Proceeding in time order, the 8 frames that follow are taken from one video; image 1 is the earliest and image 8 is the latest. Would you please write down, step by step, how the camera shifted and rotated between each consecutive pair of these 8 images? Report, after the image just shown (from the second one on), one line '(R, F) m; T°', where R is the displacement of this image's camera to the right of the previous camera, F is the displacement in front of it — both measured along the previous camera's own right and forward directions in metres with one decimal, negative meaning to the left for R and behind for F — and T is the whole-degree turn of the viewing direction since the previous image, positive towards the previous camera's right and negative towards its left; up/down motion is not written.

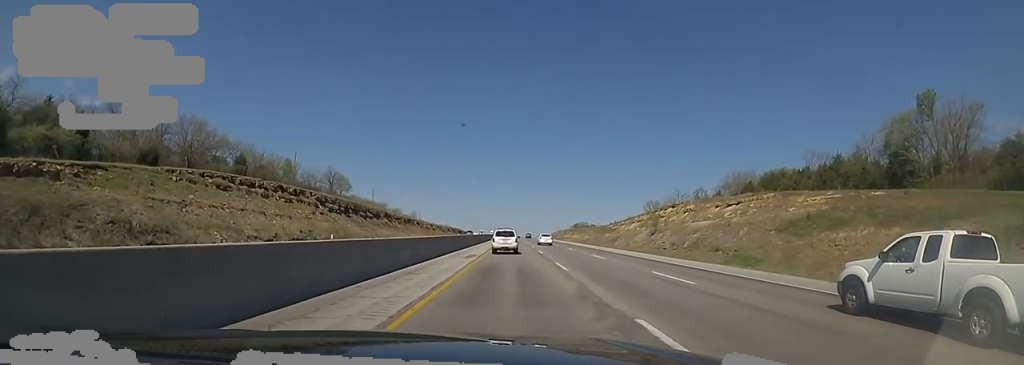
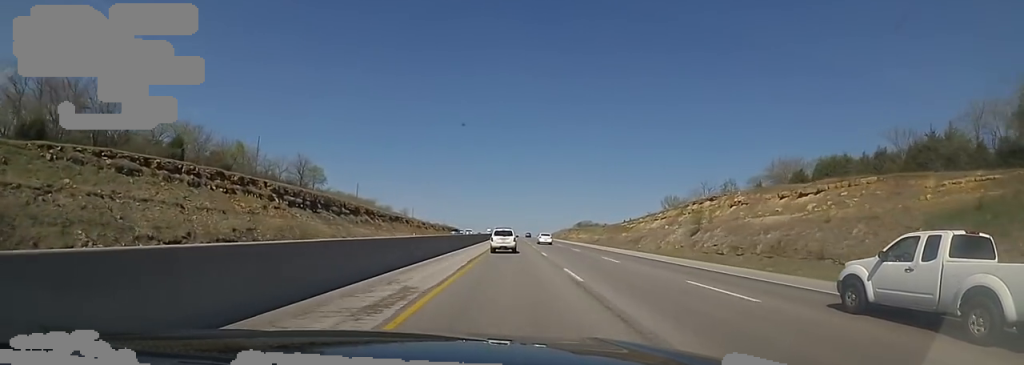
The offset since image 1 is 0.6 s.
(-0.4, +19.3) m; -1°
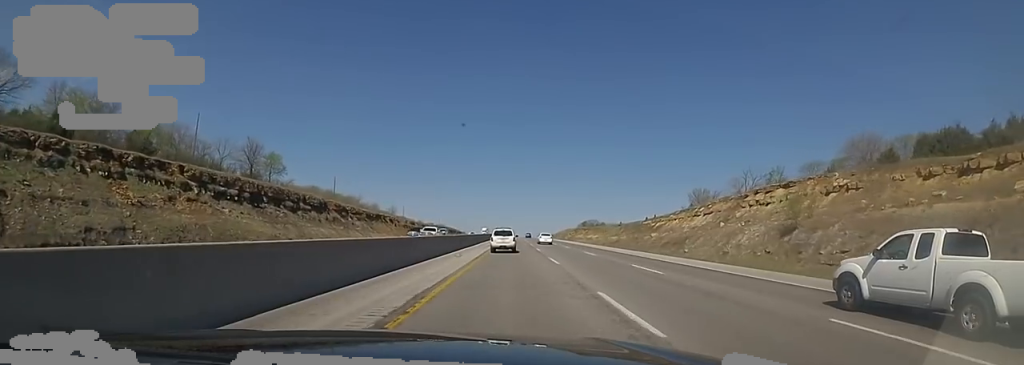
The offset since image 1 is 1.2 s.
(-0.3, +22.8) m; -1°
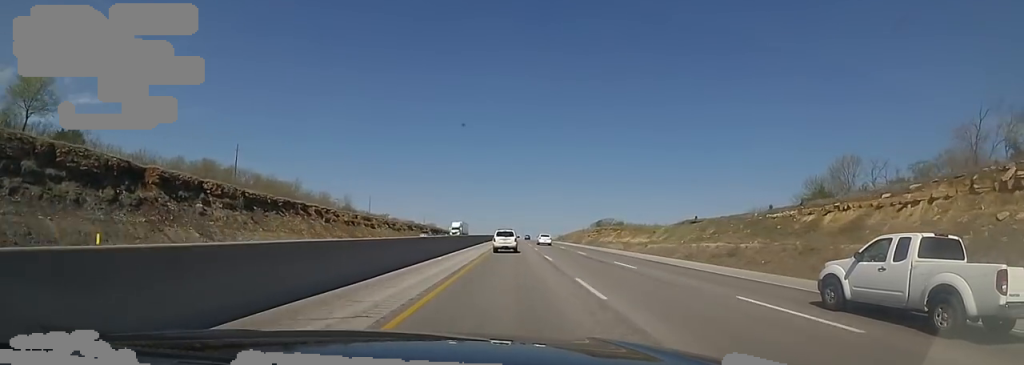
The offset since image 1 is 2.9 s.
(0.0, +57.1) m; 0°
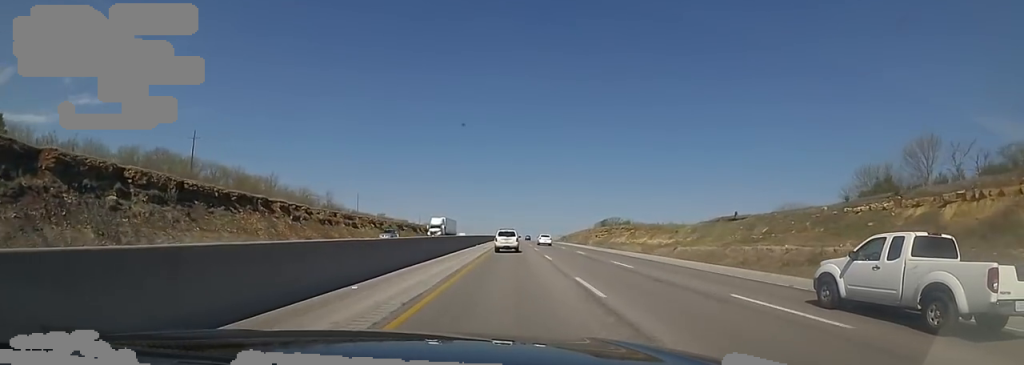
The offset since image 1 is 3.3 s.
(0.0, +14.8) m; 0°
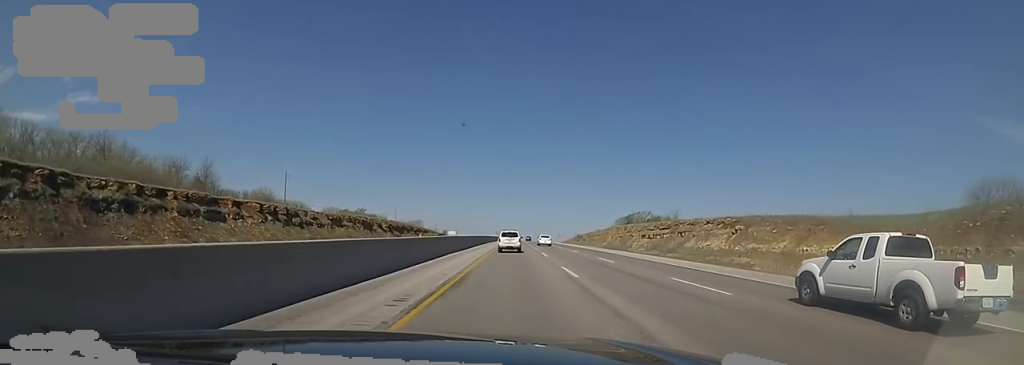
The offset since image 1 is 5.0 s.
(0.0, +55.4) m; 0°
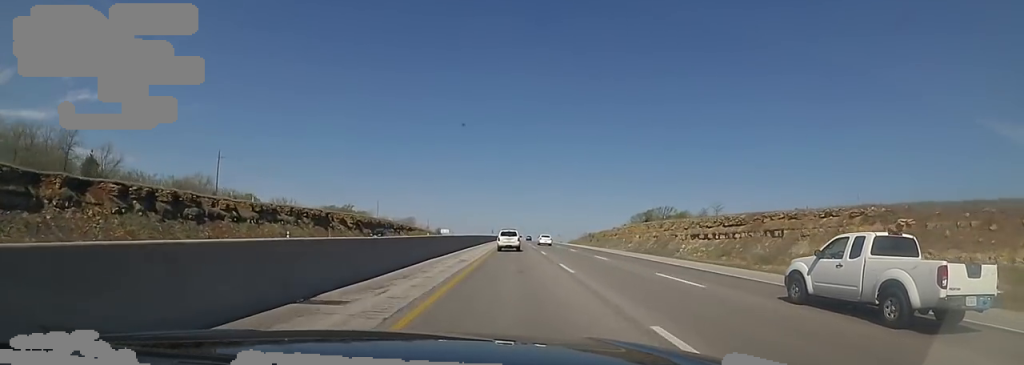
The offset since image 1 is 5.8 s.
(0.0, +29.3) m; 0°
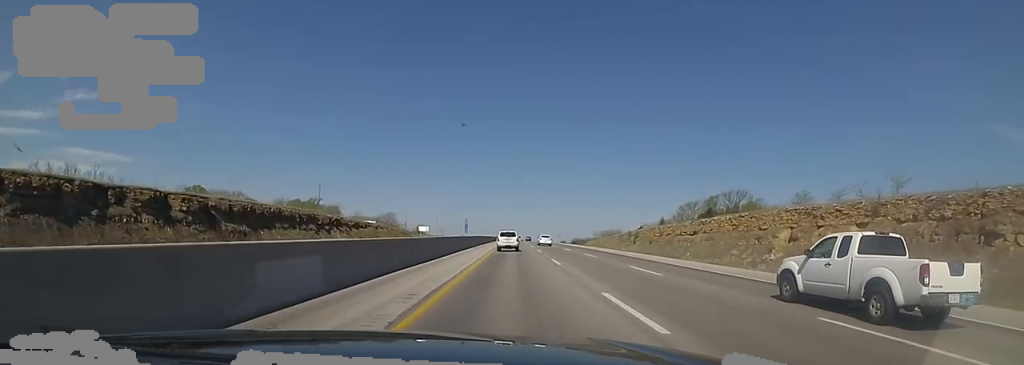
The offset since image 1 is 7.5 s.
(0.0, +55.9) m; 0°
